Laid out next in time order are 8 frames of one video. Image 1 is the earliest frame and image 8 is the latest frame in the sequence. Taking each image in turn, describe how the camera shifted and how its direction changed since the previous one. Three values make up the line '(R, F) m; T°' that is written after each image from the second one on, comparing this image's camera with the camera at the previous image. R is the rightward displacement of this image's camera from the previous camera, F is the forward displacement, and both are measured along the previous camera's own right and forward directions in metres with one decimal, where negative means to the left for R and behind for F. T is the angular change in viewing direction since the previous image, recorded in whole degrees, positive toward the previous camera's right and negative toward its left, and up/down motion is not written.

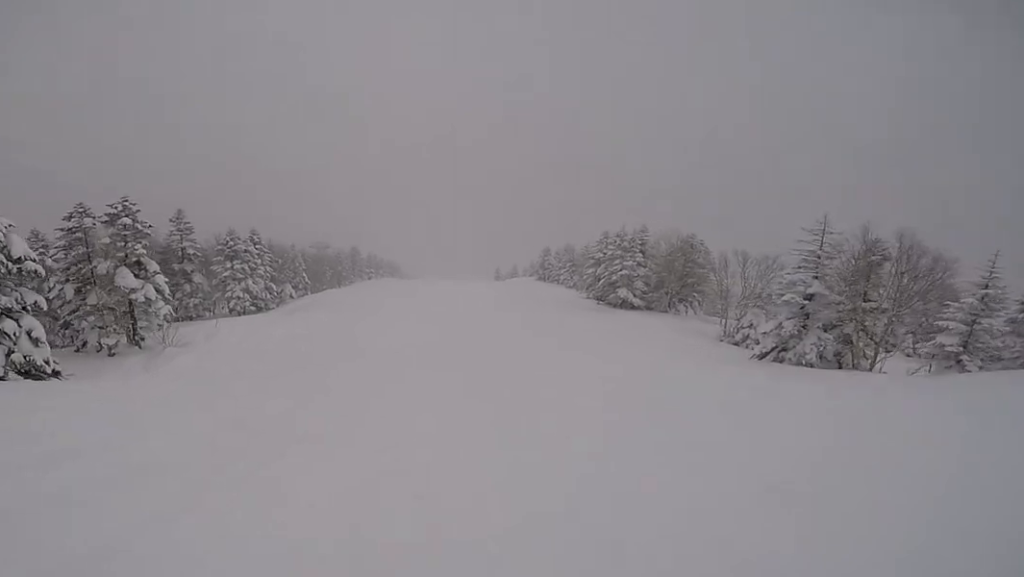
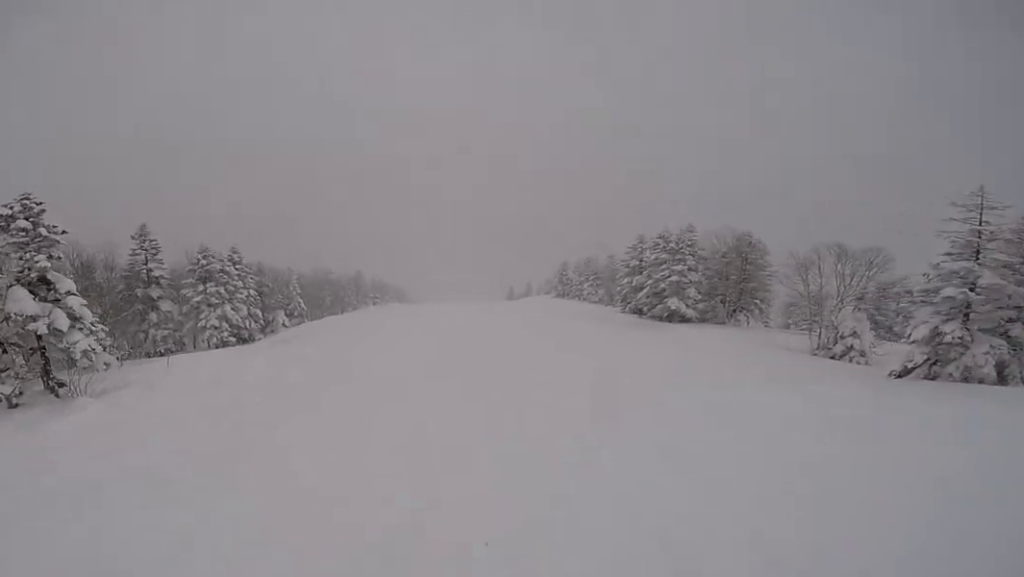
(-0.2, +7.1) m; -4°
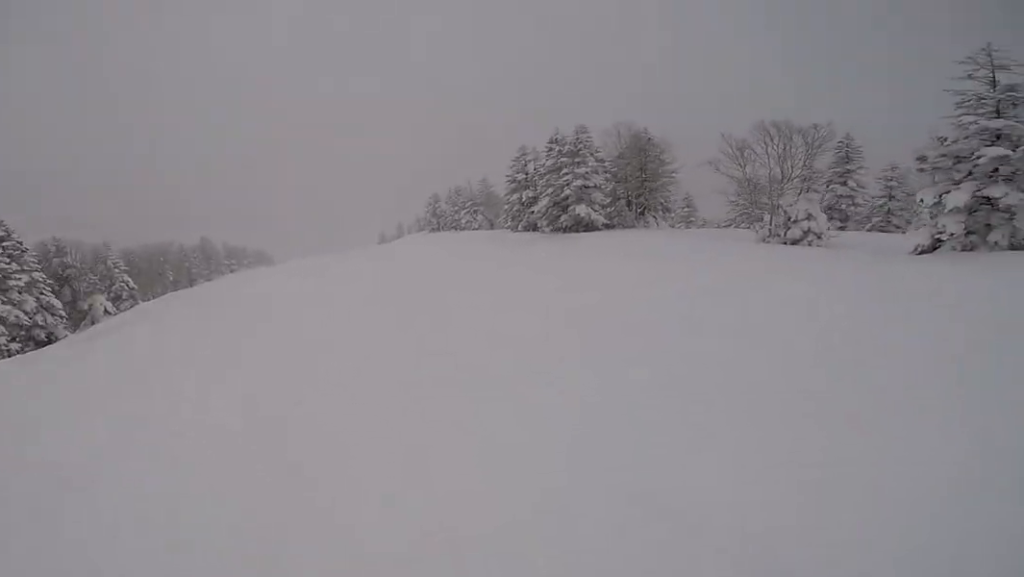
(-0.9, +8.0) m; +1°
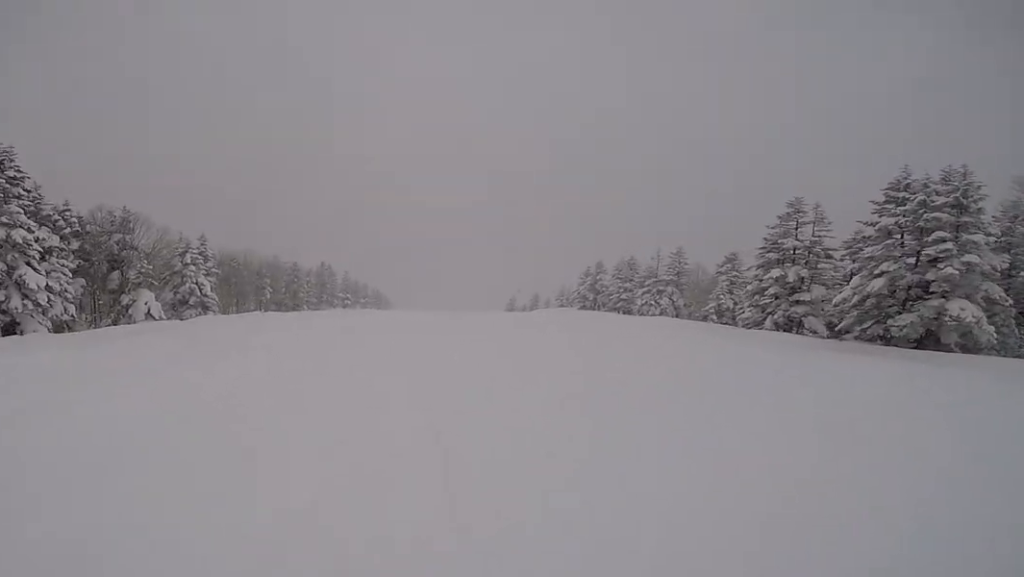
(+0.5, +13.6) m; 0°
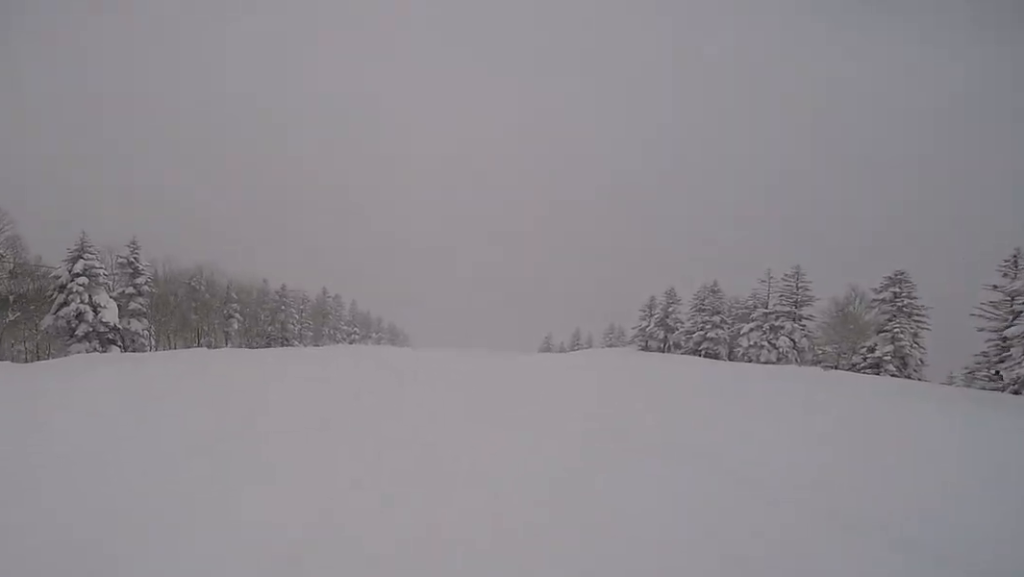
(+0.9, +13.9) m; +7°
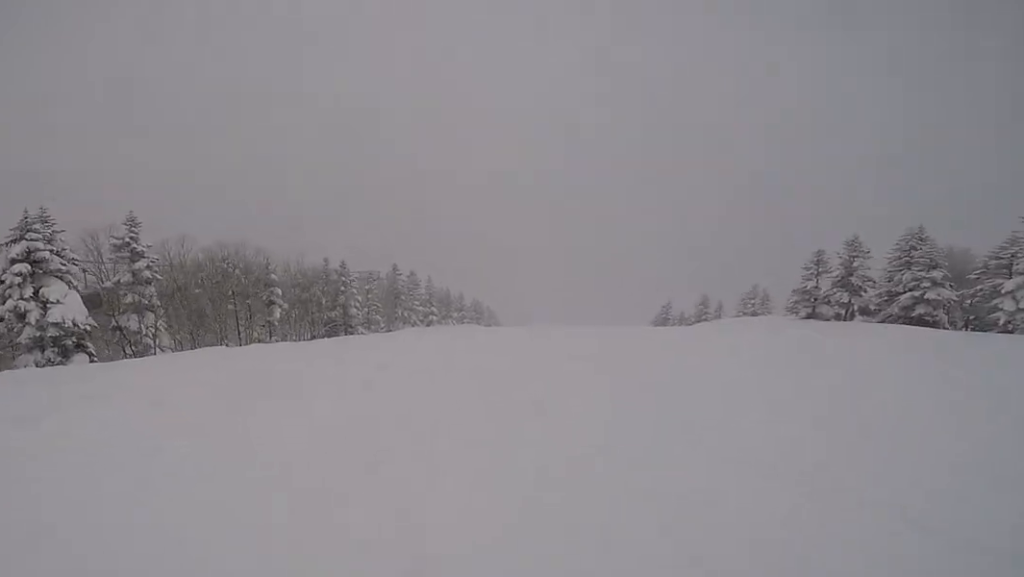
(-0.5, +10.4) m; -7°
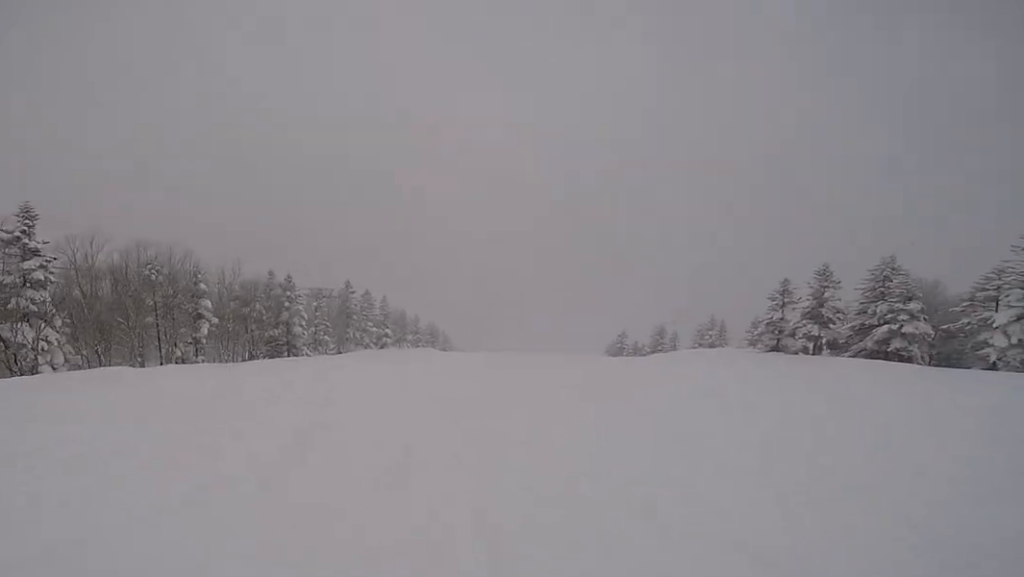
(-0.3, +3.9) m; -2°
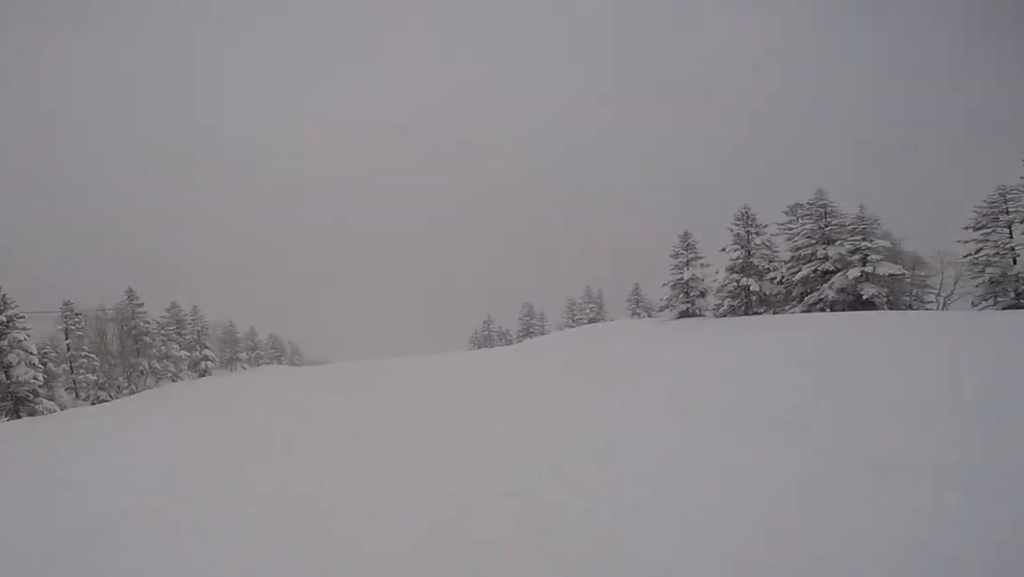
(-0.6, +13.8) m; +10°
